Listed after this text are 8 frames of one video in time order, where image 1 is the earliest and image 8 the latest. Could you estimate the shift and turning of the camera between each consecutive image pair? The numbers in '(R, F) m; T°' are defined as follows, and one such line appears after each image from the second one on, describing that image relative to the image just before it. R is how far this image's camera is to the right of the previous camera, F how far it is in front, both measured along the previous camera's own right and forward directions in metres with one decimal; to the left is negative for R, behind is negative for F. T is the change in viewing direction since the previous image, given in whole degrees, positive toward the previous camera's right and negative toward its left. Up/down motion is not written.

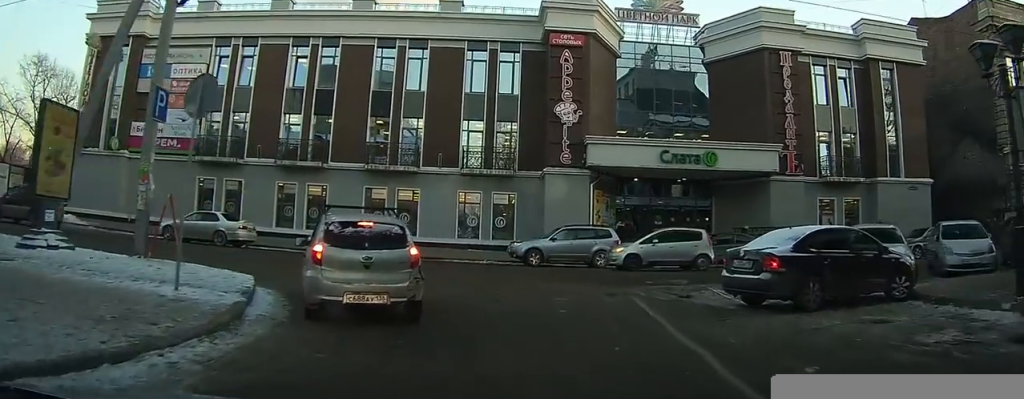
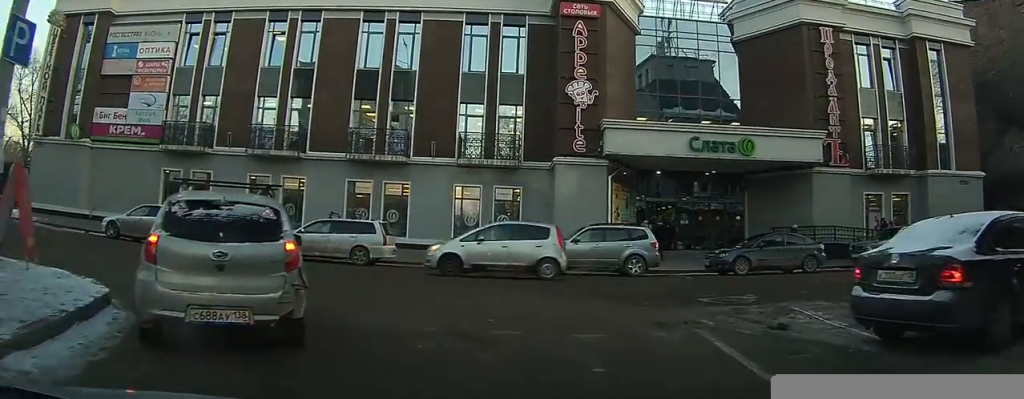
(-0.1, +5.1) m; -3°
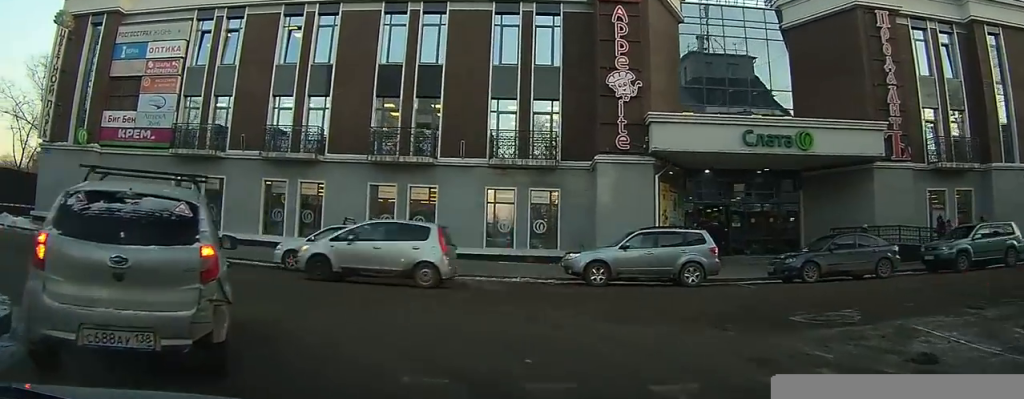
(+0.1, +3.0) m; -2°
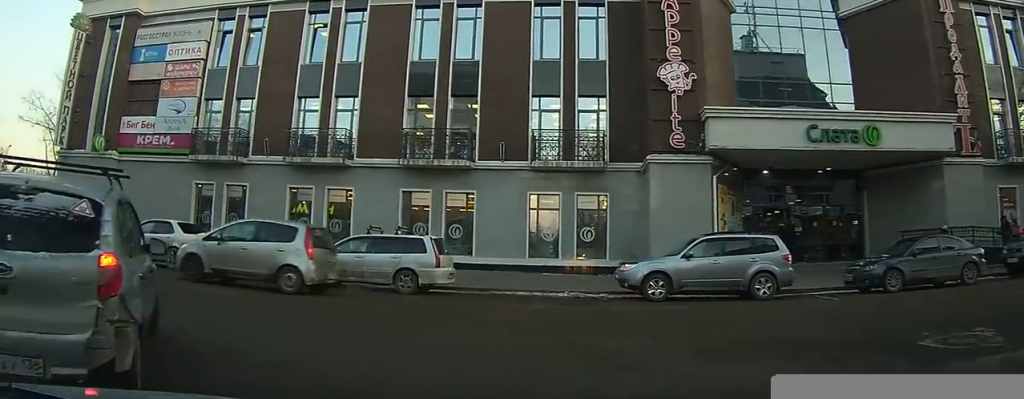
(-0.2, +2.4) m; -2°
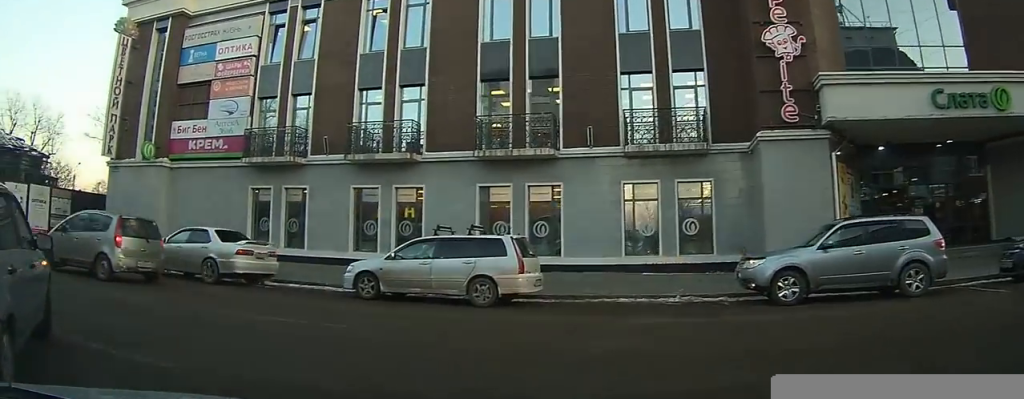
(-0.2, +3.9) m; -4°
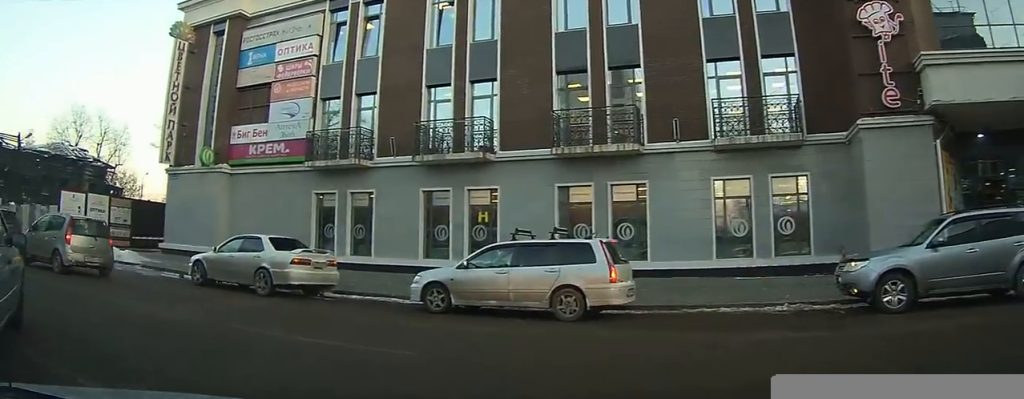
(0.0, +2.4) m; -2°
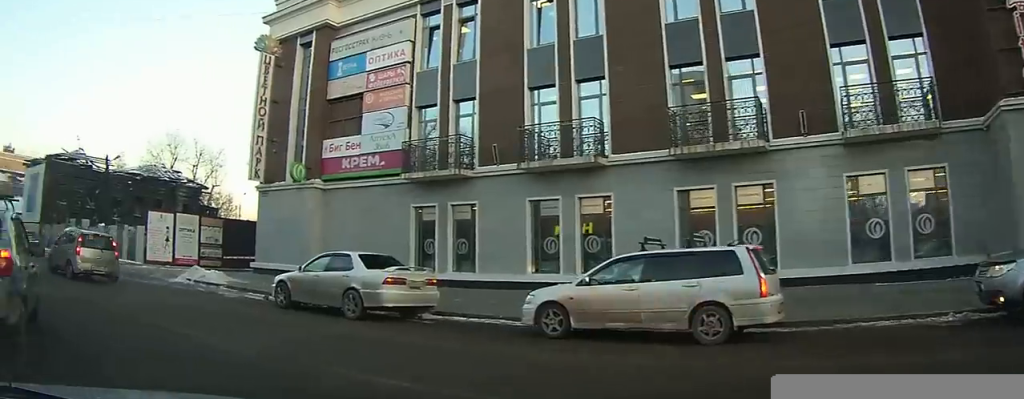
(-0.1, +2.5) m; -5°
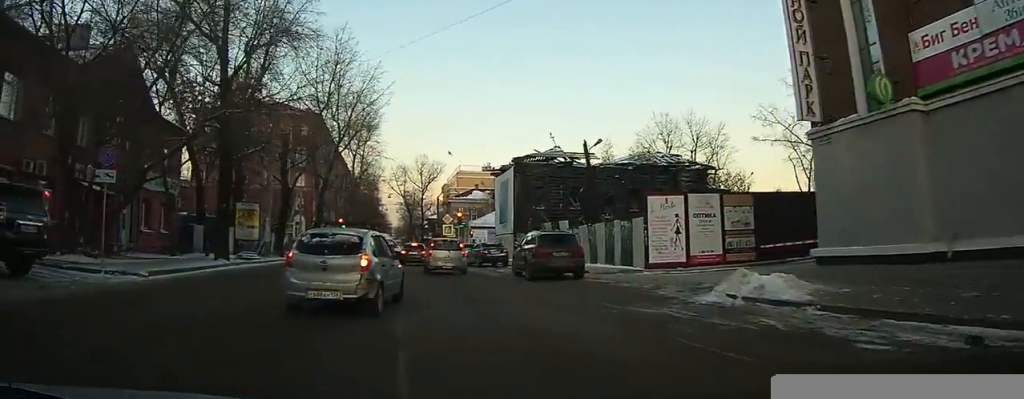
(-2.5, +8.0) m; -44°
